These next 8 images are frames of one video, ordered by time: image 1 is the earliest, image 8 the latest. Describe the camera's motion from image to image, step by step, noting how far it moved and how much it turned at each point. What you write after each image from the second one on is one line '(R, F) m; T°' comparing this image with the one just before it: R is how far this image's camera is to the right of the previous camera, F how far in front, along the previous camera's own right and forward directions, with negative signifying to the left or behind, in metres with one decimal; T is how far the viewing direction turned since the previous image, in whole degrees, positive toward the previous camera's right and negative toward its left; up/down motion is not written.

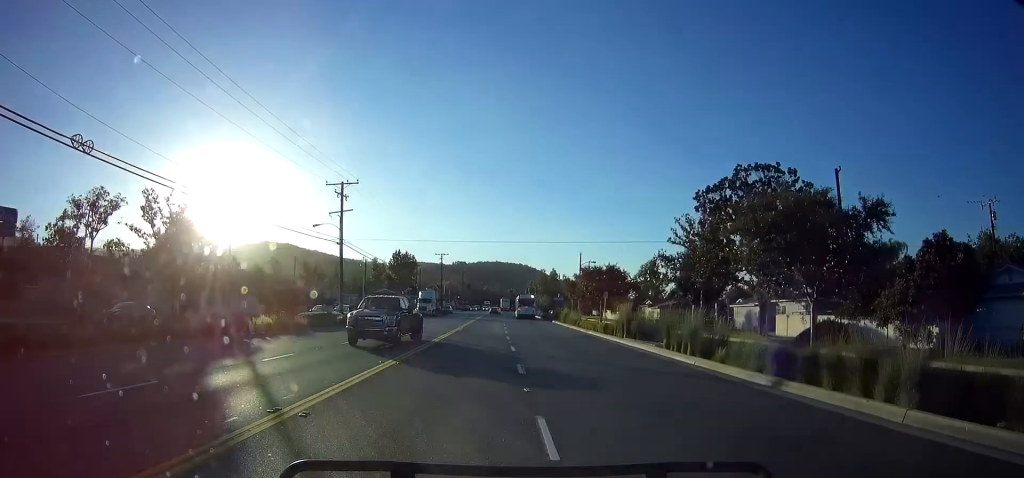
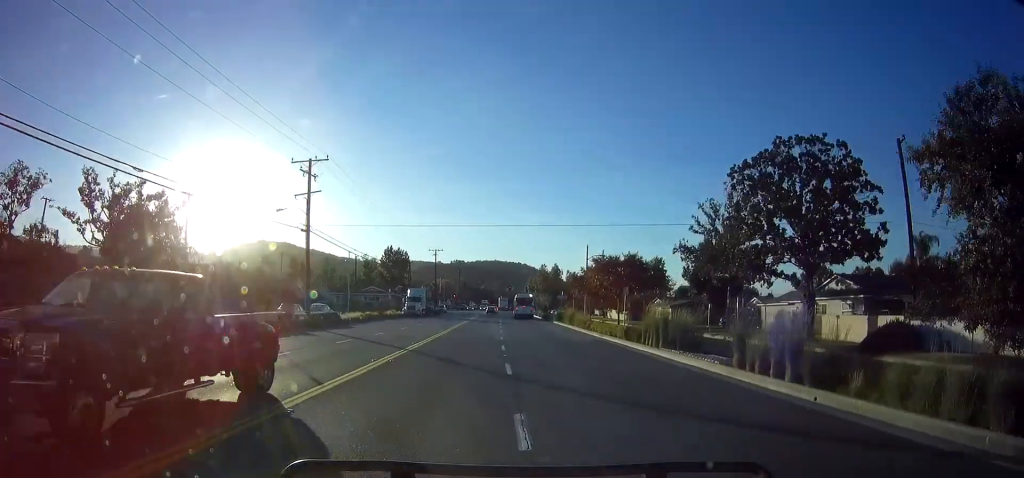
(+0.3, +7.3) m; 0°
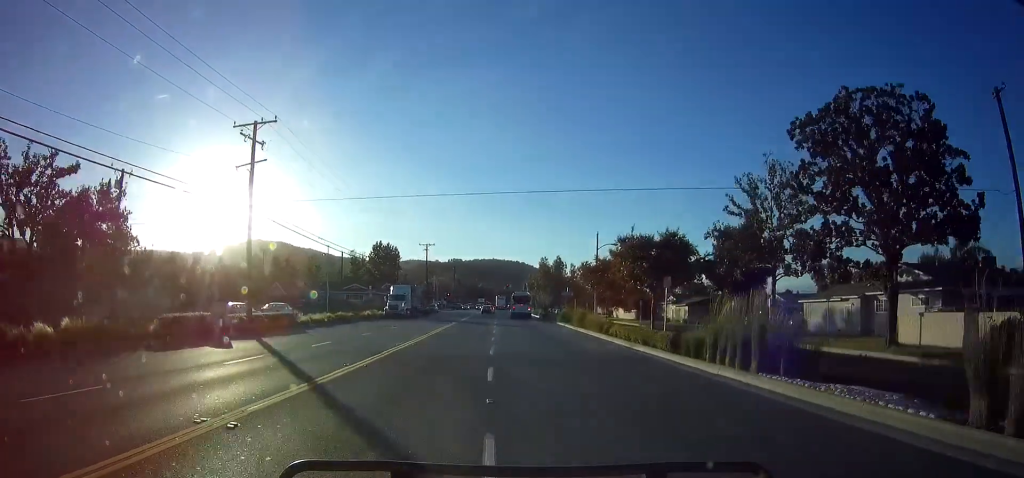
(+0.2, +8.8) m; -1°
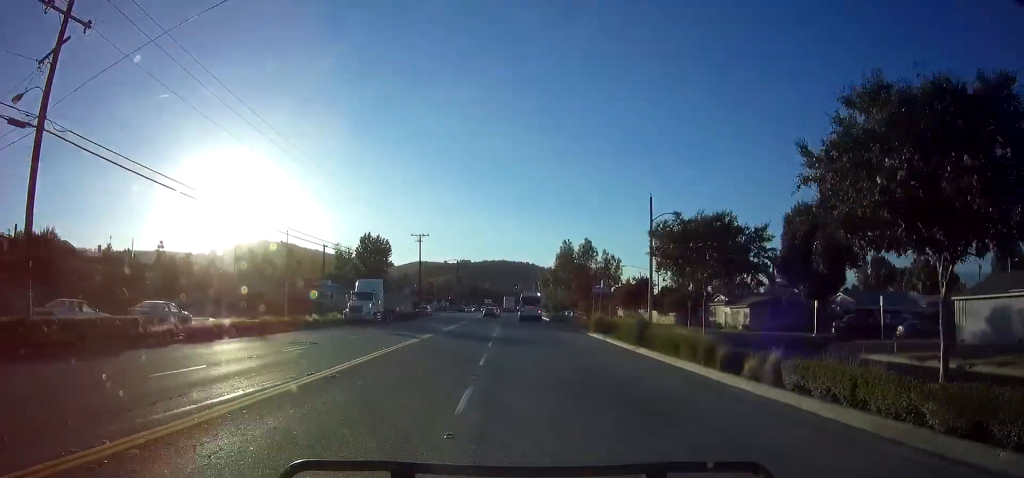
(-0.6, +17.0) m; -1°
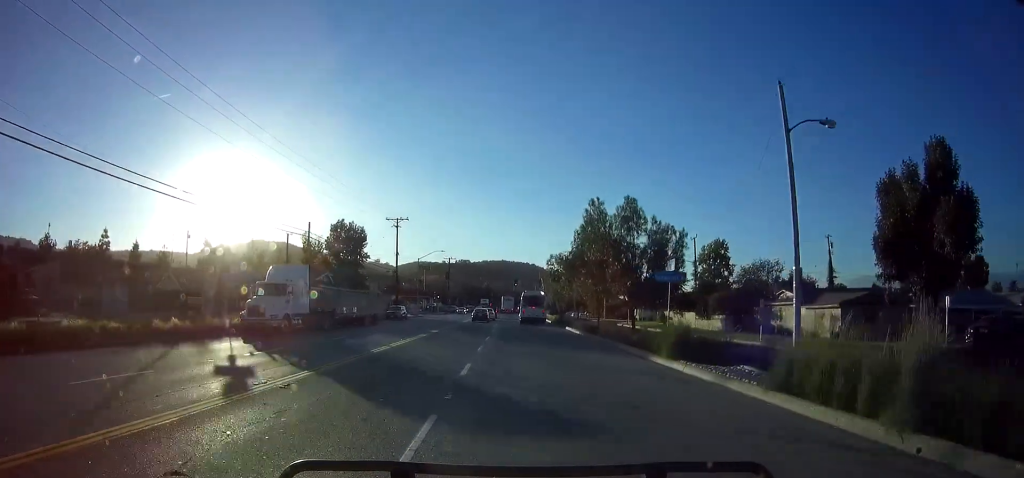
(+0.3, +16.8) m; 0°
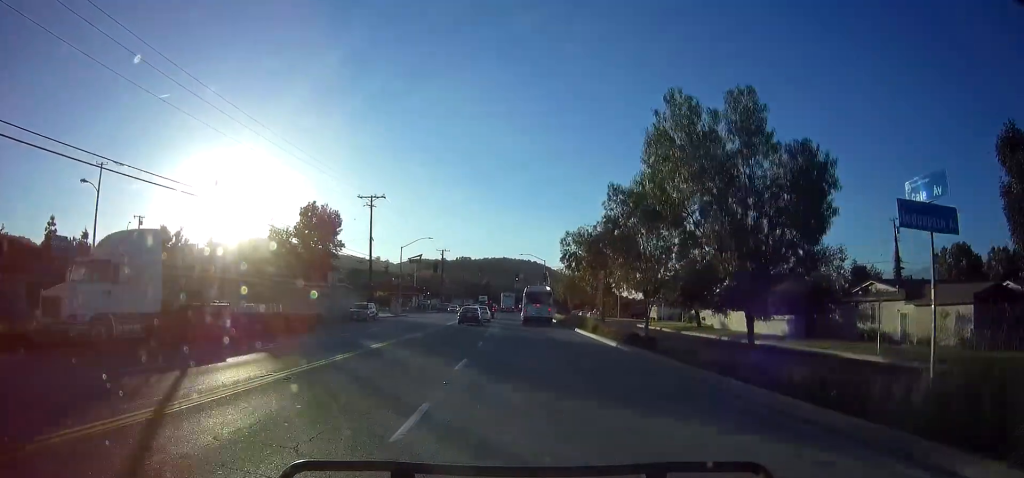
(-0.1, +13.6) m; -1°
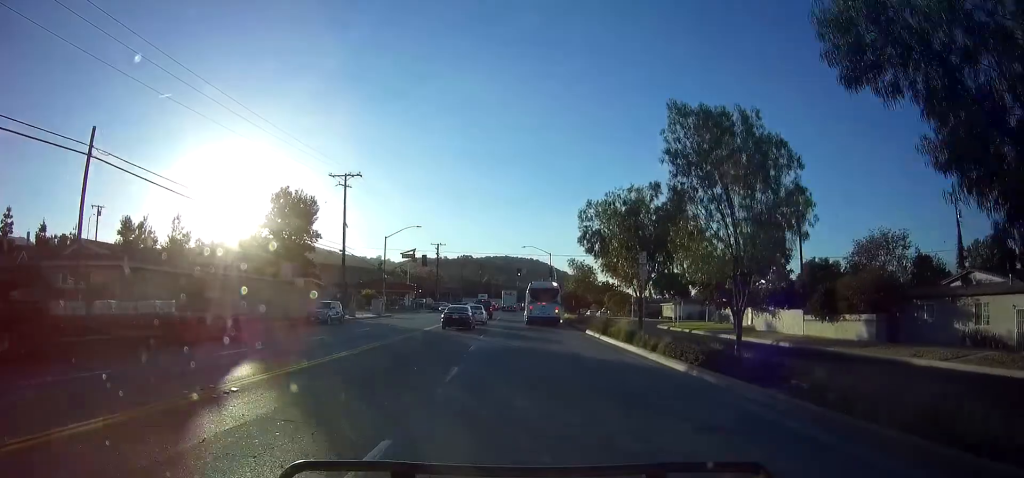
(-0.1, +9.5) m; 0°
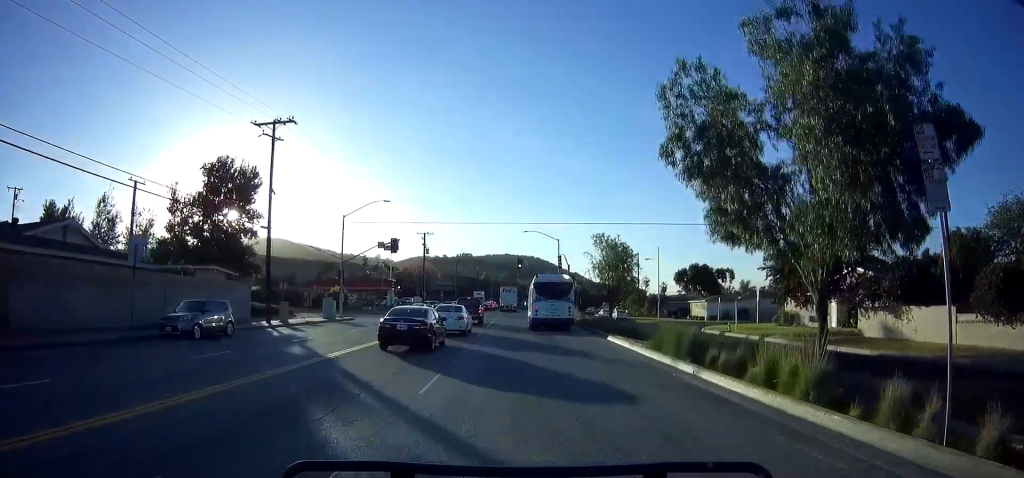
(+0.1, +15.1) m; +2°
